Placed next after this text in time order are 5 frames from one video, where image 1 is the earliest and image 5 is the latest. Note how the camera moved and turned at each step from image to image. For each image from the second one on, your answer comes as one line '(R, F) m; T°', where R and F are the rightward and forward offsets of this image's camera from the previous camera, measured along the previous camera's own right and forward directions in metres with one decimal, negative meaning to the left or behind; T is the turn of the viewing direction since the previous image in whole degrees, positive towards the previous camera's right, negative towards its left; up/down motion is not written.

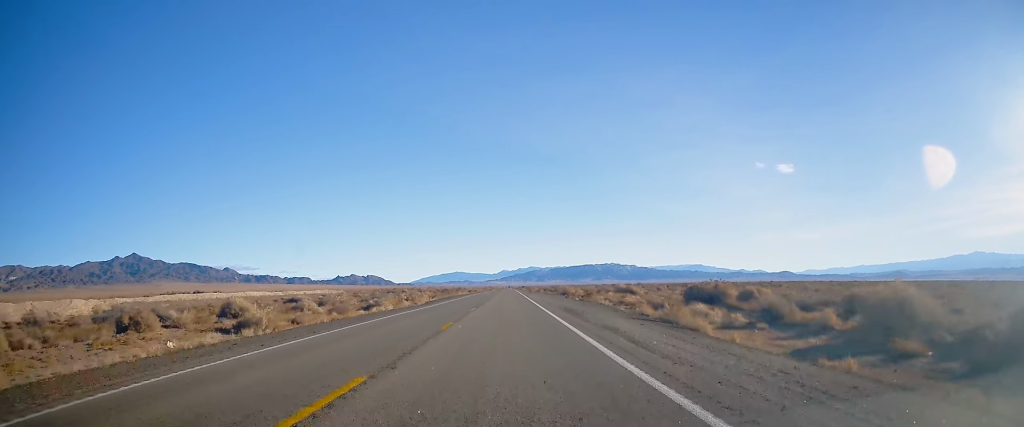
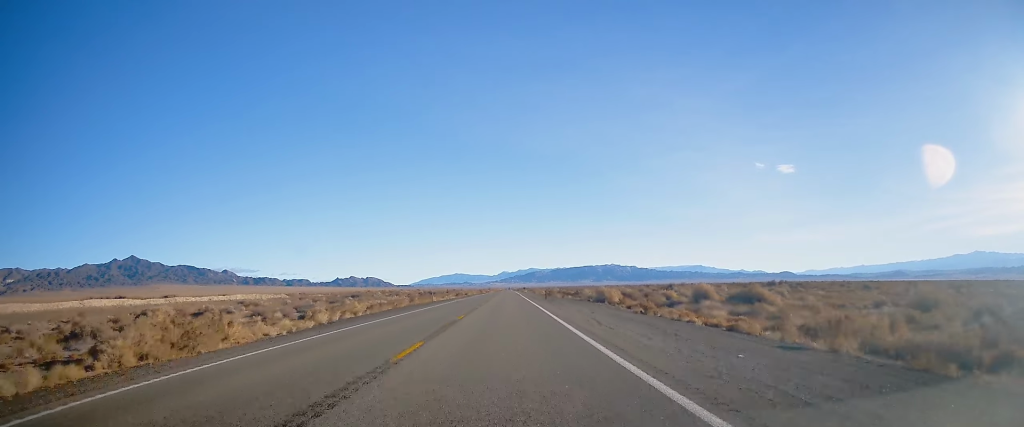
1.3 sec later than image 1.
(-0.5, +43.4) m; -1°
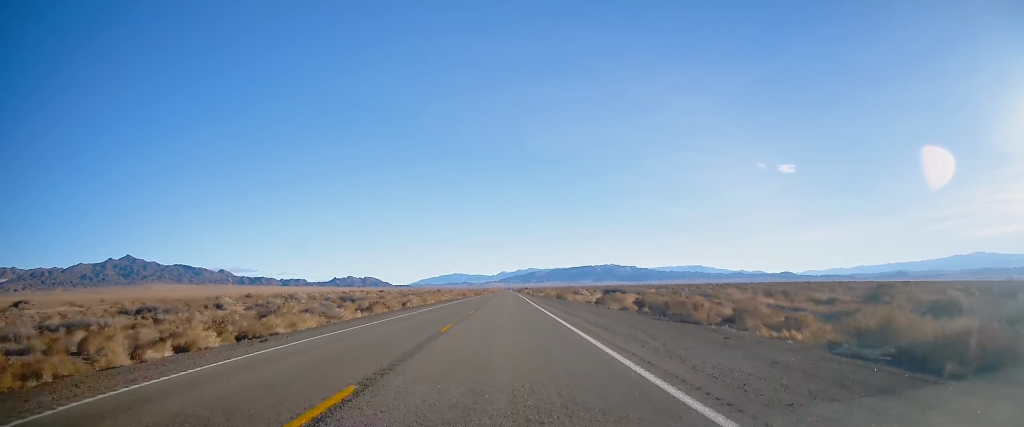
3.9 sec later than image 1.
(+1.3, +90.5) m; +1°
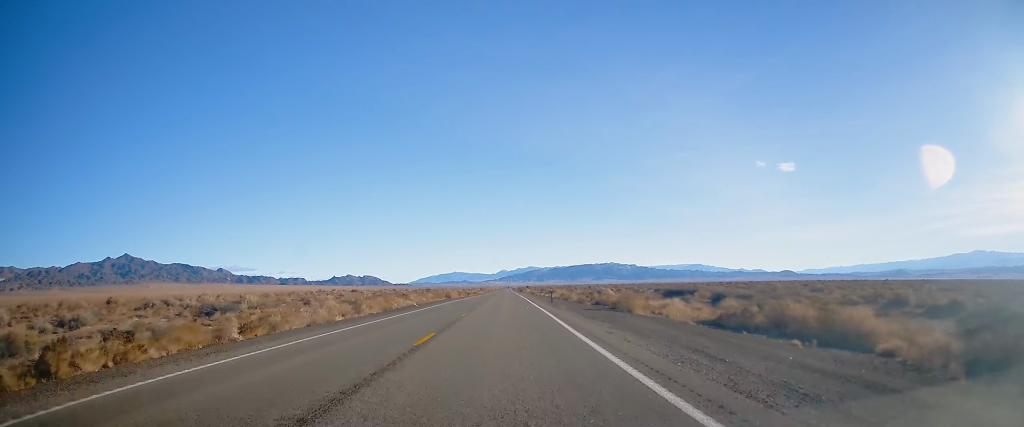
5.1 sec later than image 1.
(-0.4, +40.2) m; -1°
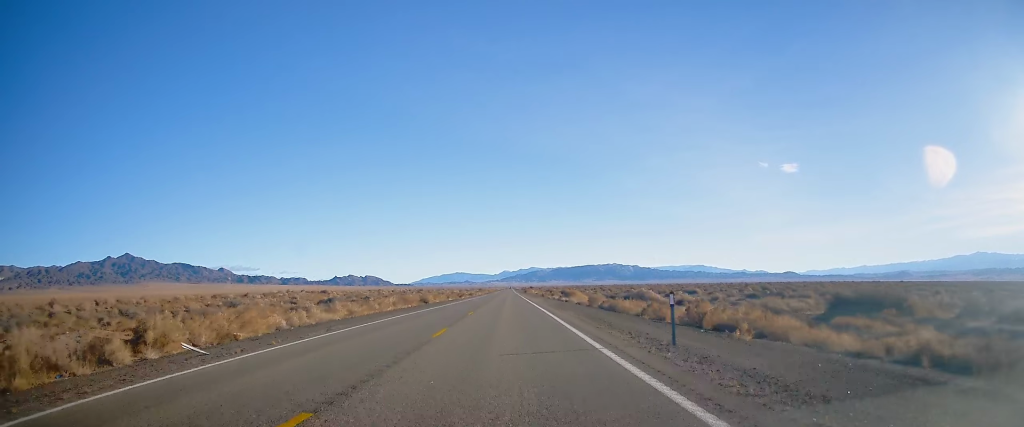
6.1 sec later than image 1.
(+0.1, +34.8) m; 0°
